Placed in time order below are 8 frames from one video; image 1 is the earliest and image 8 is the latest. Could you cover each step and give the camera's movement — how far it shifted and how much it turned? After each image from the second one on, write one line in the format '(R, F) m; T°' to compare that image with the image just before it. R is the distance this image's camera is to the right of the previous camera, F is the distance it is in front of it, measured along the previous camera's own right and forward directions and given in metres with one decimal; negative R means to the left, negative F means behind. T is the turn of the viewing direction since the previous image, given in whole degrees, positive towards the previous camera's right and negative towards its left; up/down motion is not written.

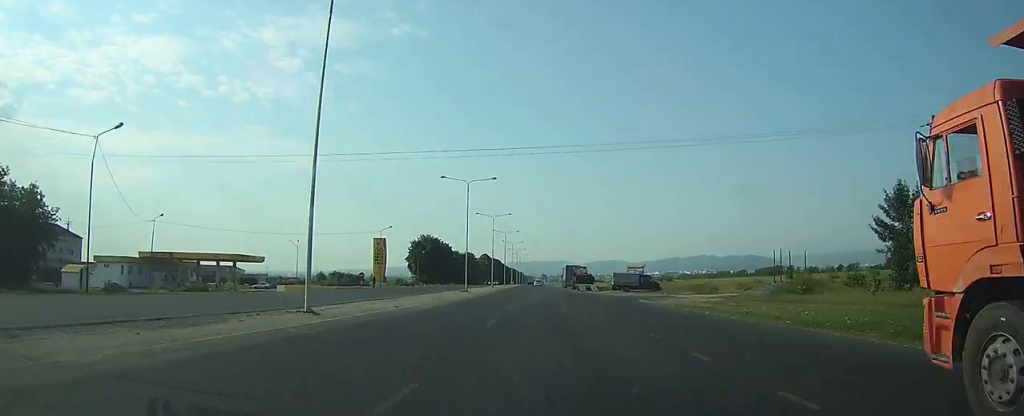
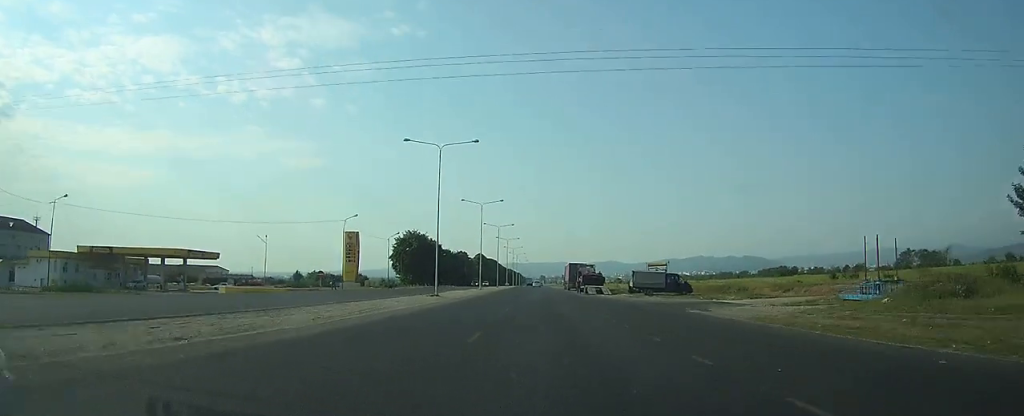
(0.0, +16.2) m; 0°
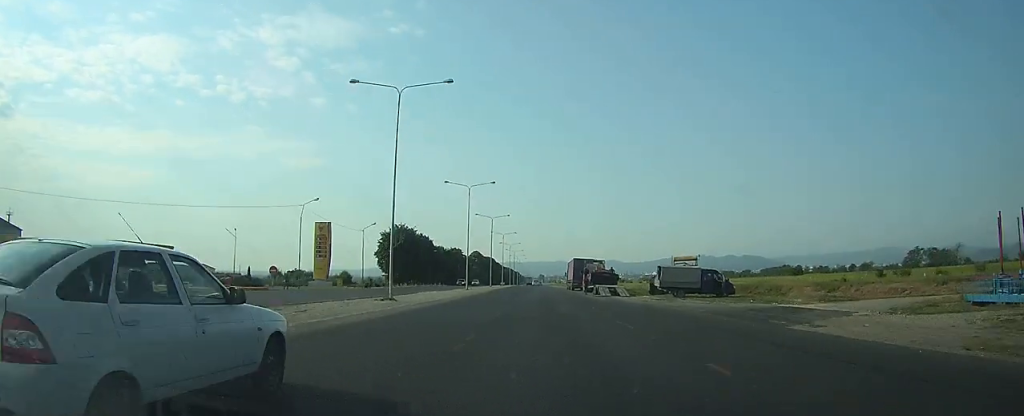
(0.0, +13.1) m; 0°
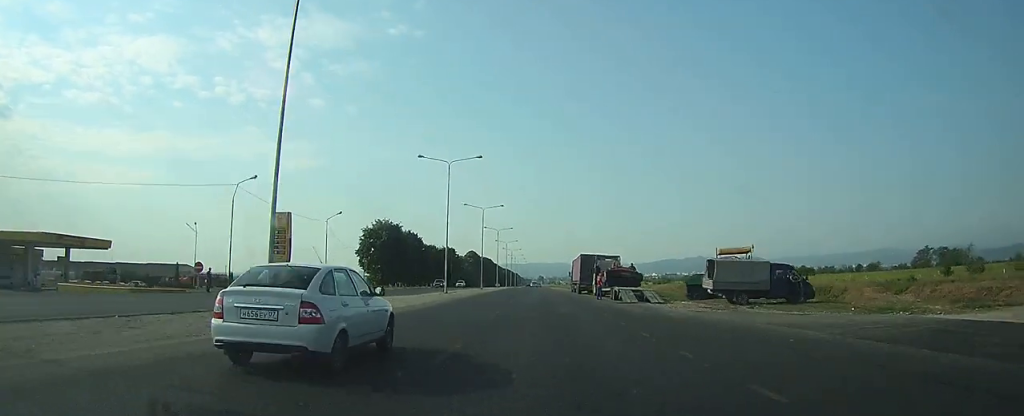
(0.0, +13.8) m; 0°
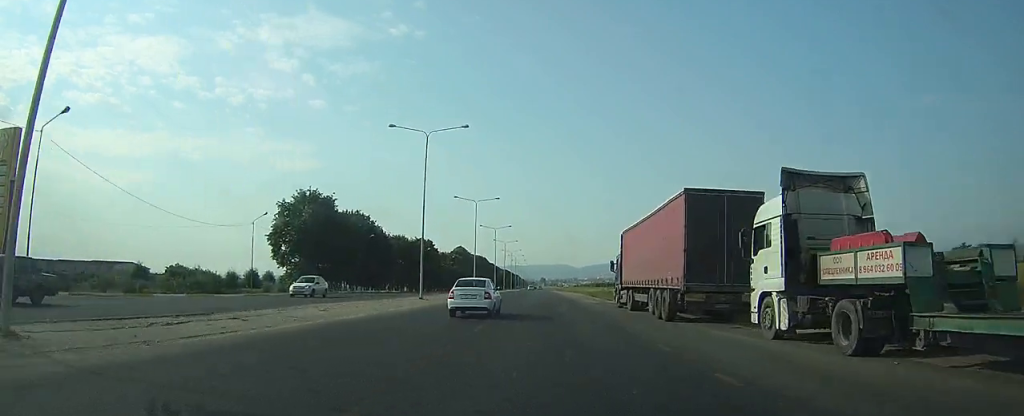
(0.0, +42.4) m; 0°
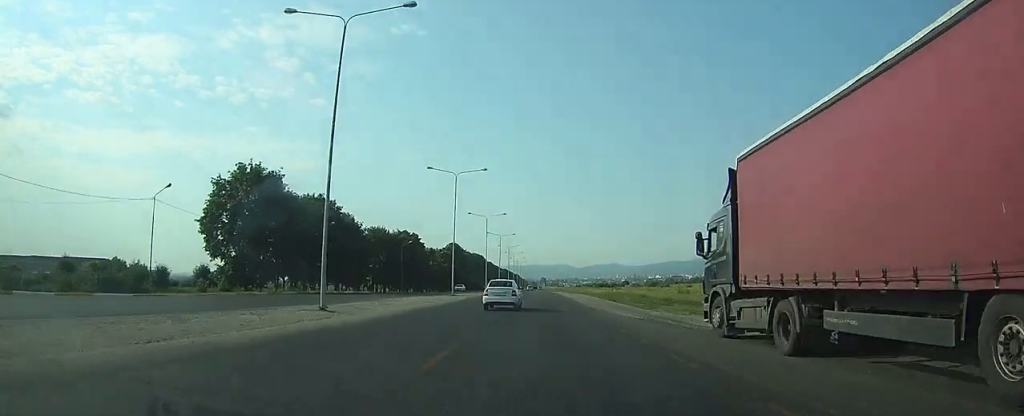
(0.0, +18.1) m; 0°
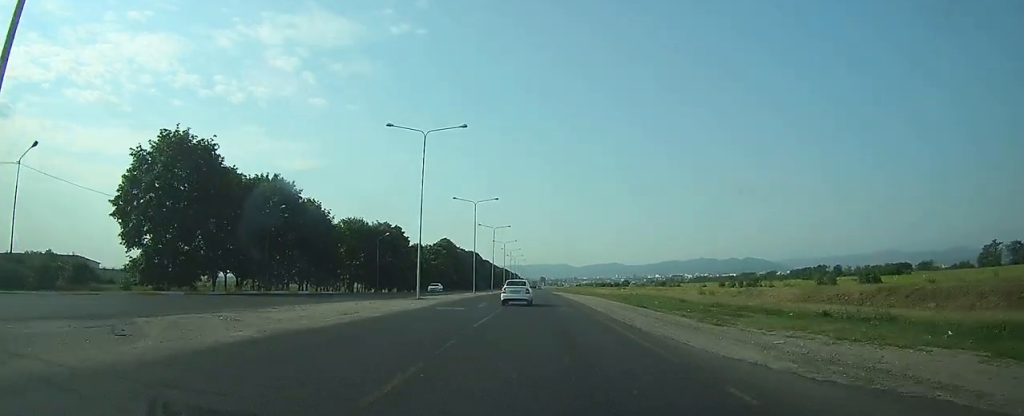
(0.0, +14.8) m; 0°
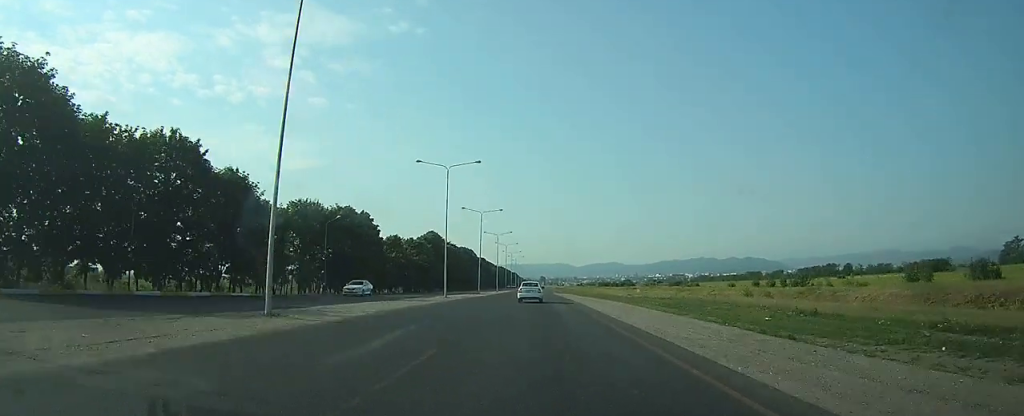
(0.0, +21.7) m; 0°
